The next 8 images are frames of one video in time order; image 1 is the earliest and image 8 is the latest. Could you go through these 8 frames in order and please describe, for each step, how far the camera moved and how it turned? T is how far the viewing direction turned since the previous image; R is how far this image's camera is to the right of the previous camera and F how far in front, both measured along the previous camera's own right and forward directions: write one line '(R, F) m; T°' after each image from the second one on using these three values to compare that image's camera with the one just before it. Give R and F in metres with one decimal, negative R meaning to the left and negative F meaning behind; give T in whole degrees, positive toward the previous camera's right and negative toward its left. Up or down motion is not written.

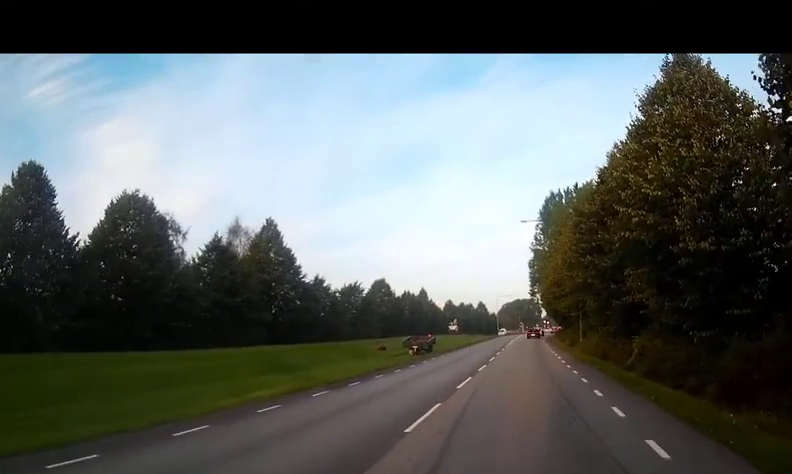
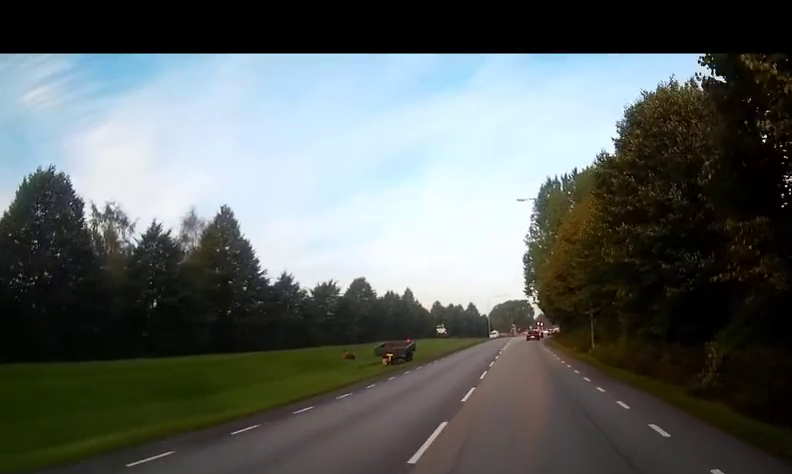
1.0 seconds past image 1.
(+0.3, +7.4) m; +2°
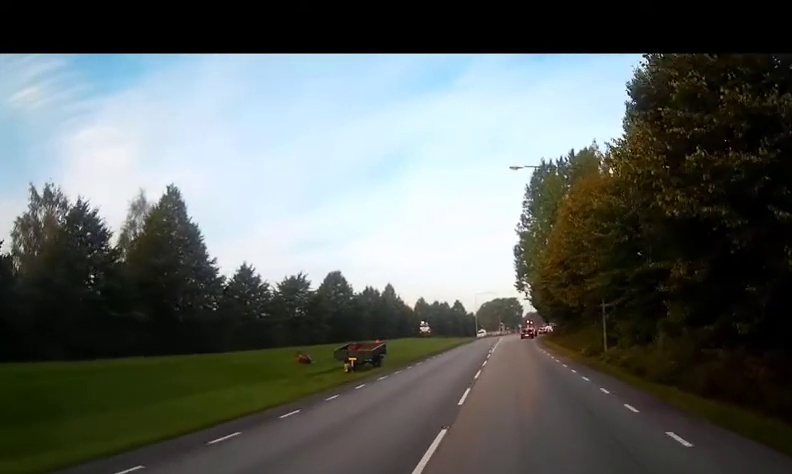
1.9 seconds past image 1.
(0.0, +6.7) m; 0°
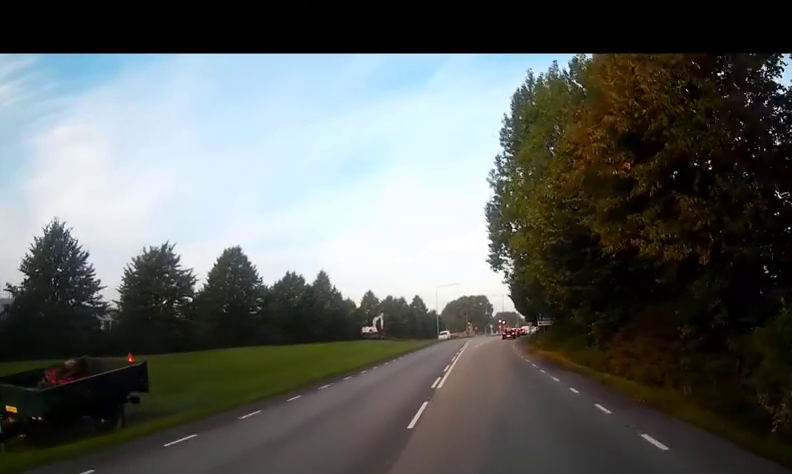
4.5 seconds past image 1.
(0.0, +20.9) m; 0°
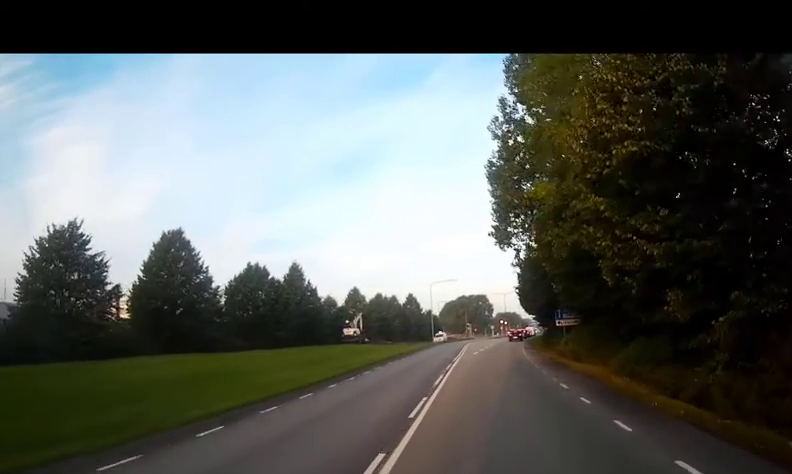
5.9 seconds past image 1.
(0.0, +11.1) m; 0°
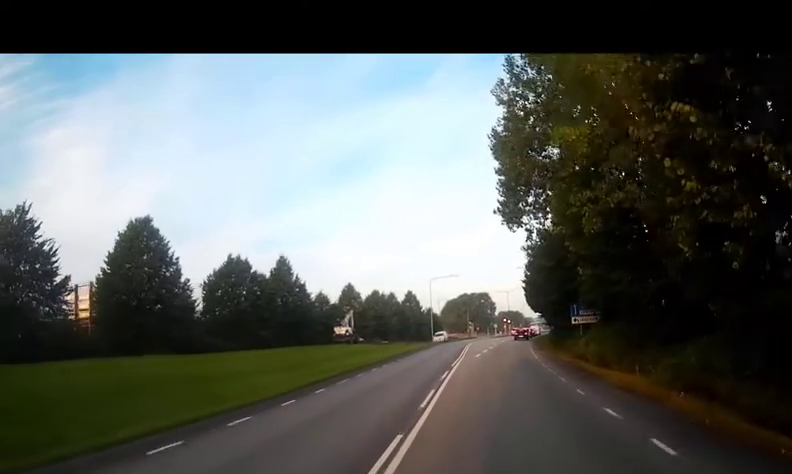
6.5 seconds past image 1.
(0.0, +4.6) m; 0°
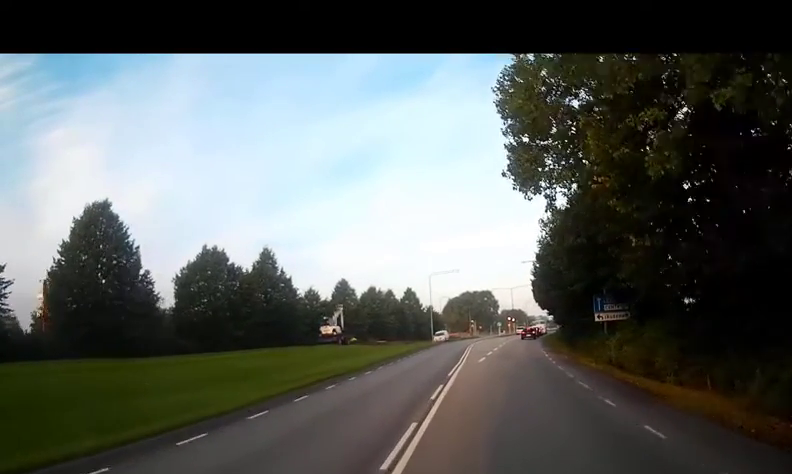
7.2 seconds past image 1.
(0.0, +5.1) m; 0°
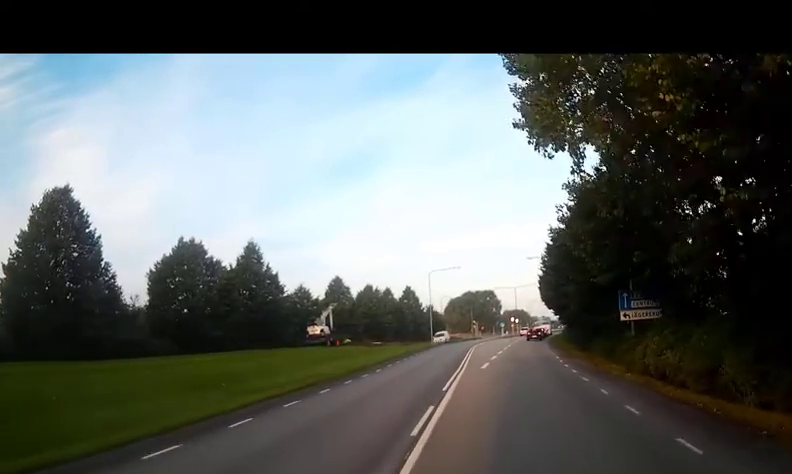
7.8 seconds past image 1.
(0.0, +4.3) m; 0°
